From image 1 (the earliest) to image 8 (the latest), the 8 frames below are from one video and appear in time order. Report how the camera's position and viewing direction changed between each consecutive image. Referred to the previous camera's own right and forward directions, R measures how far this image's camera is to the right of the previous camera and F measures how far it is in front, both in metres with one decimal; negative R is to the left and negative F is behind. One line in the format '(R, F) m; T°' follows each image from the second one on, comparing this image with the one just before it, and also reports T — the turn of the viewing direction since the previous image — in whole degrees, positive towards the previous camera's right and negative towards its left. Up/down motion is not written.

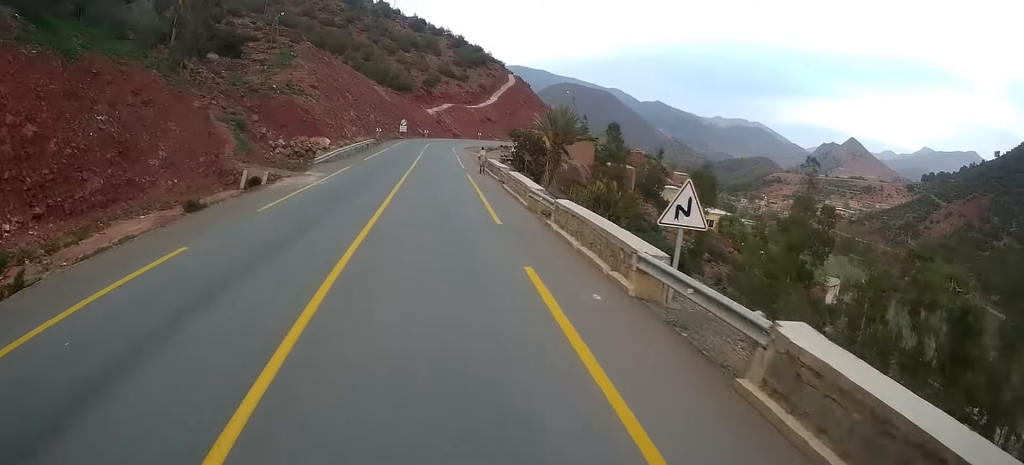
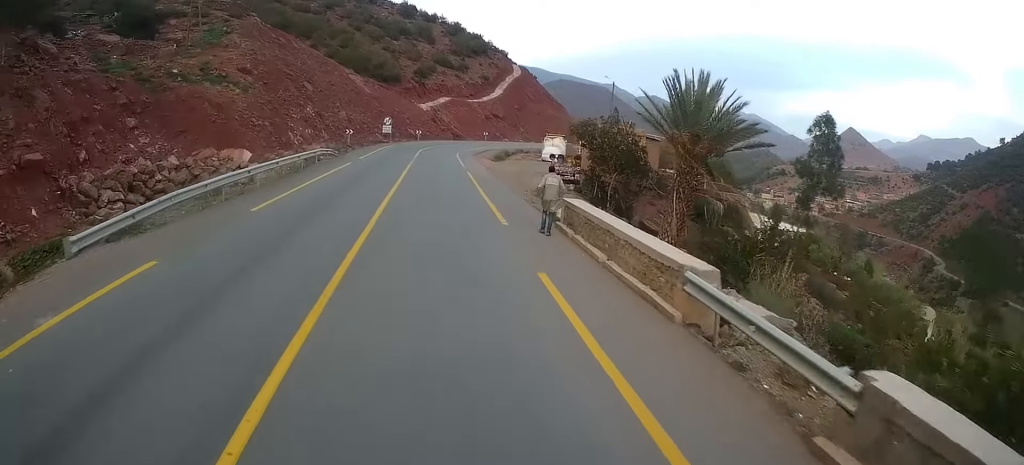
(0.0, +24.8) m; 0°
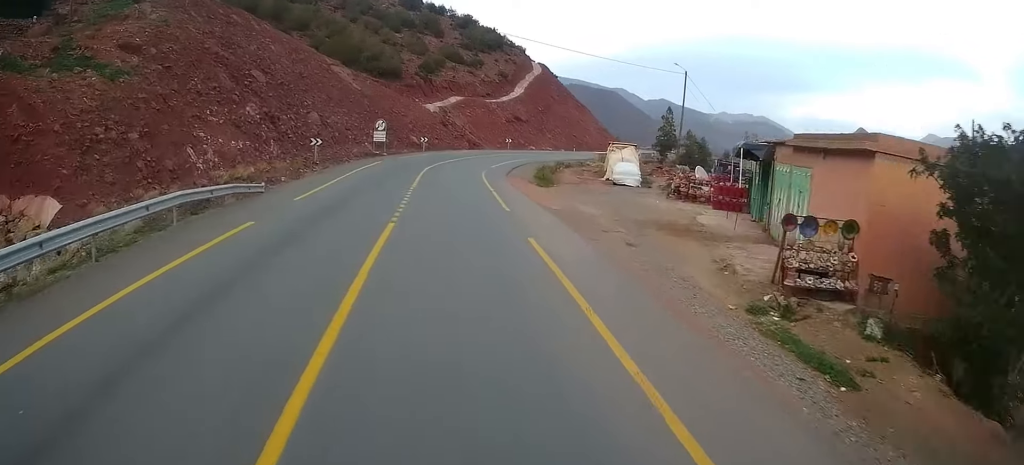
(+0.1, +19.9) m; +3°
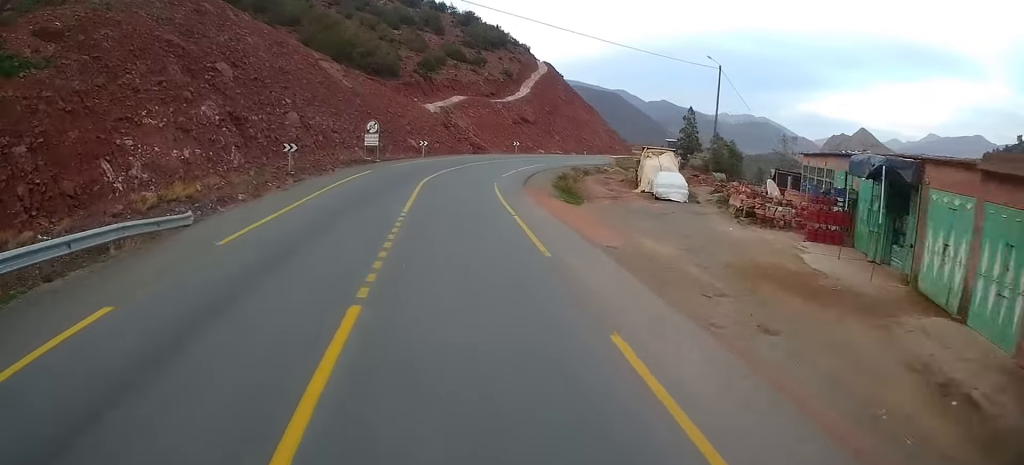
(+0.3, +6.9) m; +2°
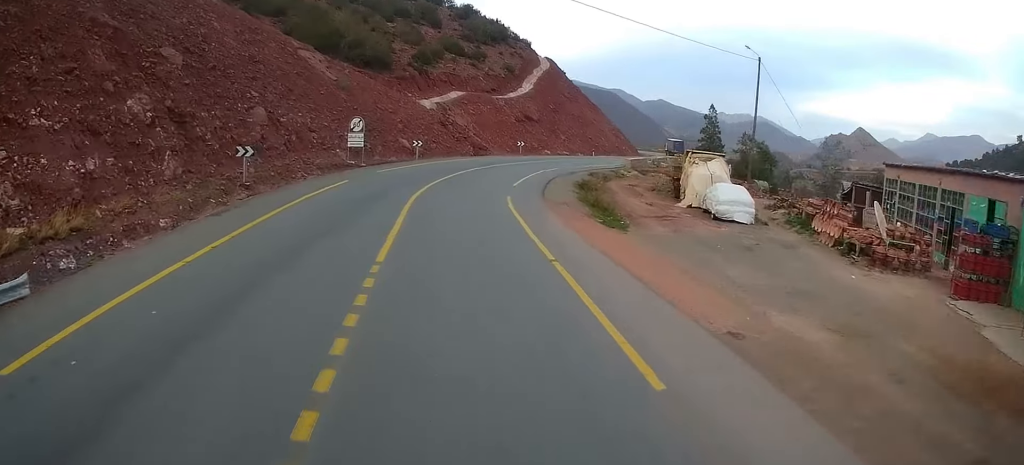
(+0.1, +6.9) m; +2°
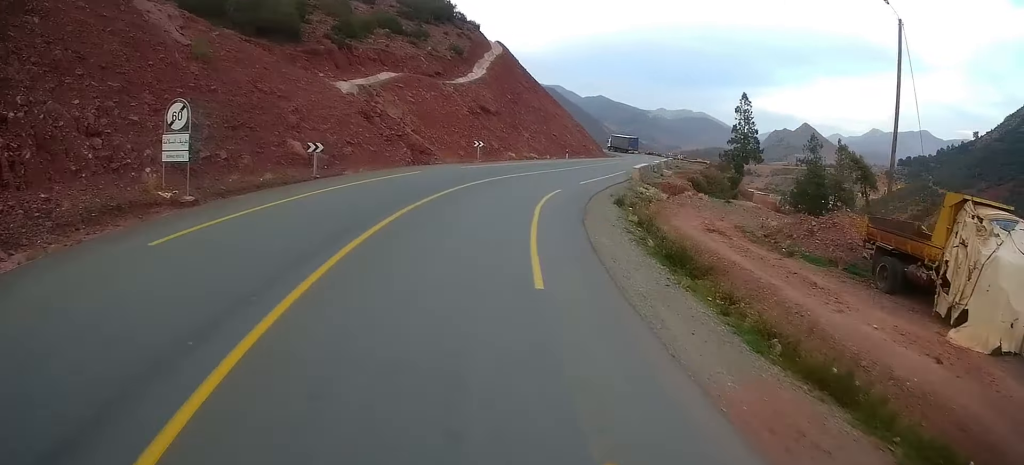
(+1.3, +19.6) m; +9°
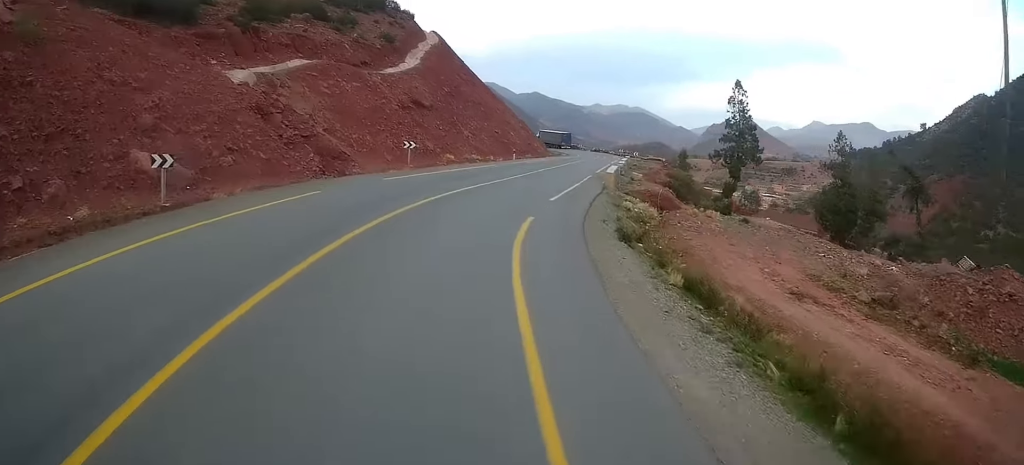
(+0.4, +9.6) m; +3°
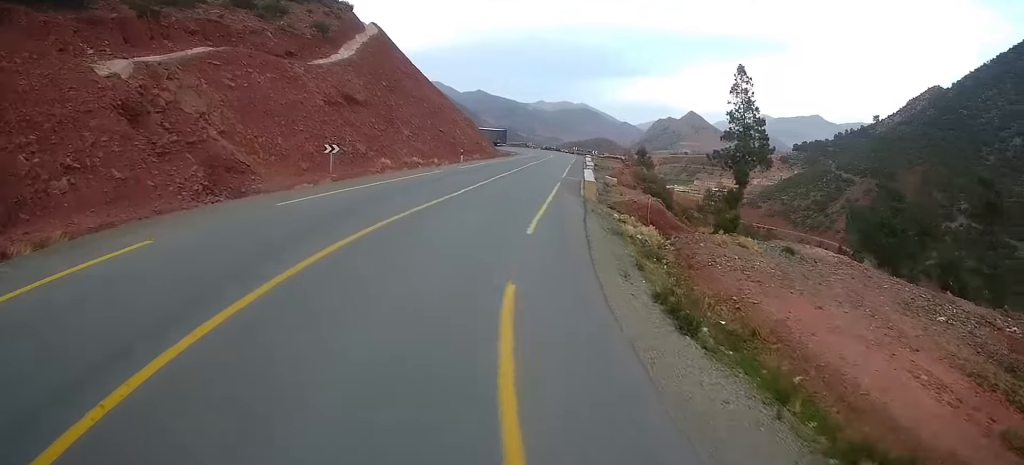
(+0.1, +8.0) m; +1°
